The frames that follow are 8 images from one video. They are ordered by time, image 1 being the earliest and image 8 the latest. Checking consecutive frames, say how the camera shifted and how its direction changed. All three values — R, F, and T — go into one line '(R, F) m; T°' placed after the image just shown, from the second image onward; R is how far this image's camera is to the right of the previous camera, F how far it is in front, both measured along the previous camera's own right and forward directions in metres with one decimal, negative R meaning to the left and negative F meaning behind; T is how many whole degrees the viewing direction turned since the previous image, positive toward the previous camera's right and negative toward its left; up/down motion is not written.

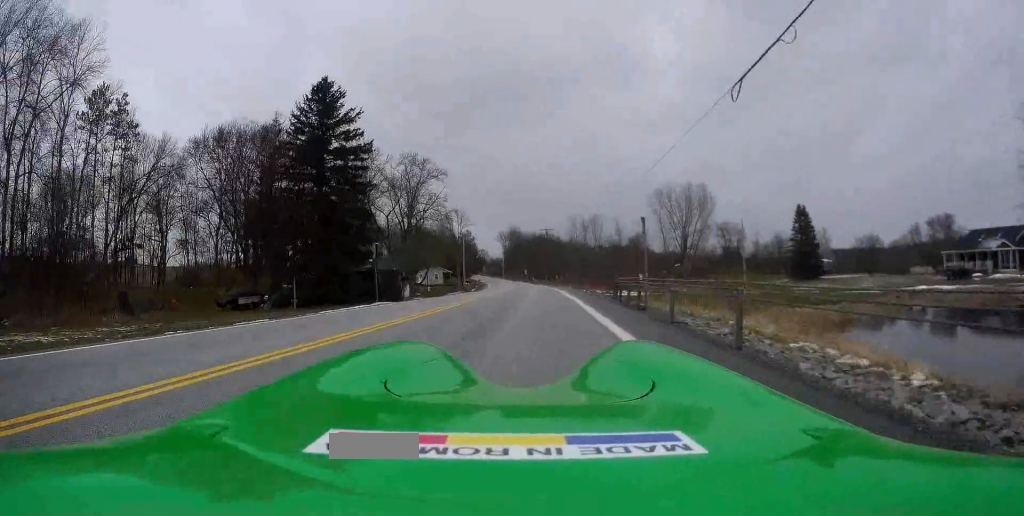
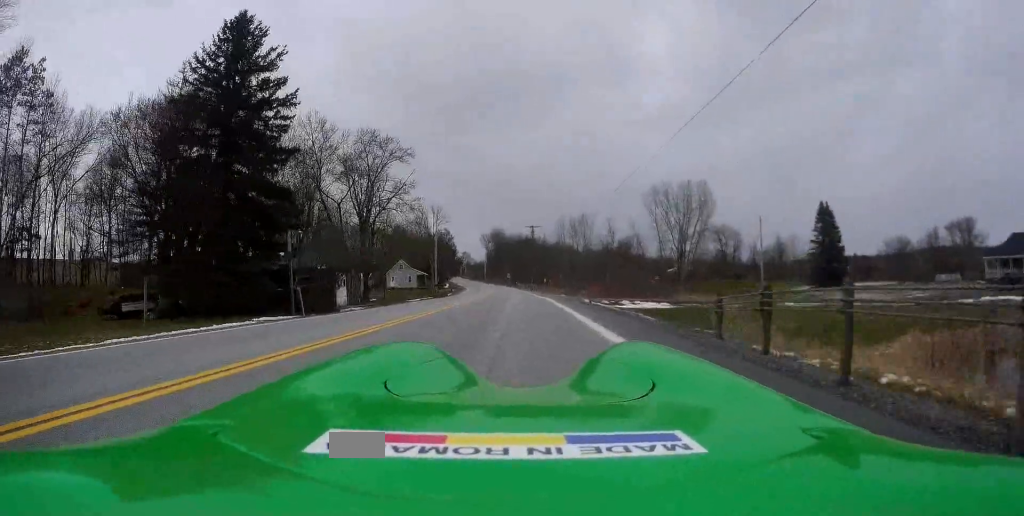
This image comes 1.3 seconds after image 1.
(+0.4, +13.8) m; +2°
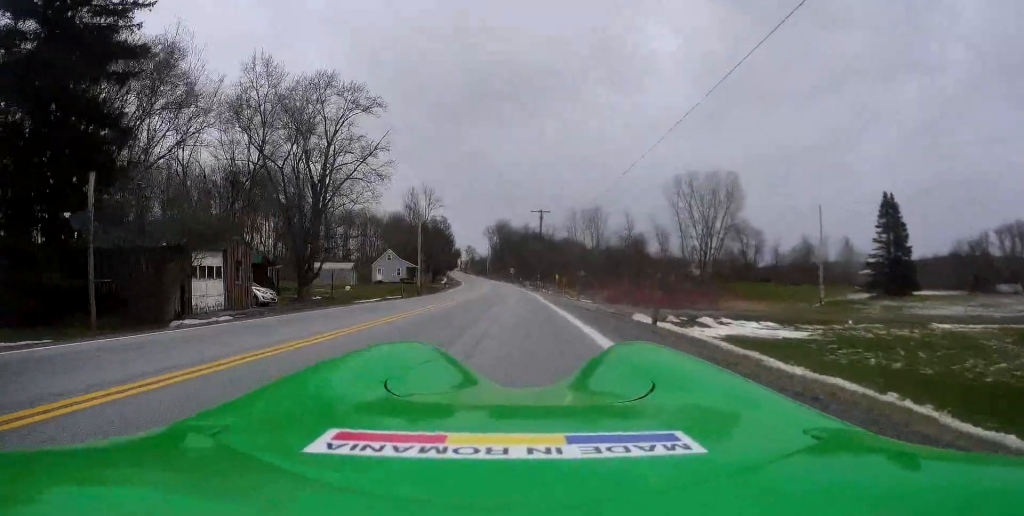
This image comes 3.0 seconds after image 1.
(0.0, +16.9) m; 0°
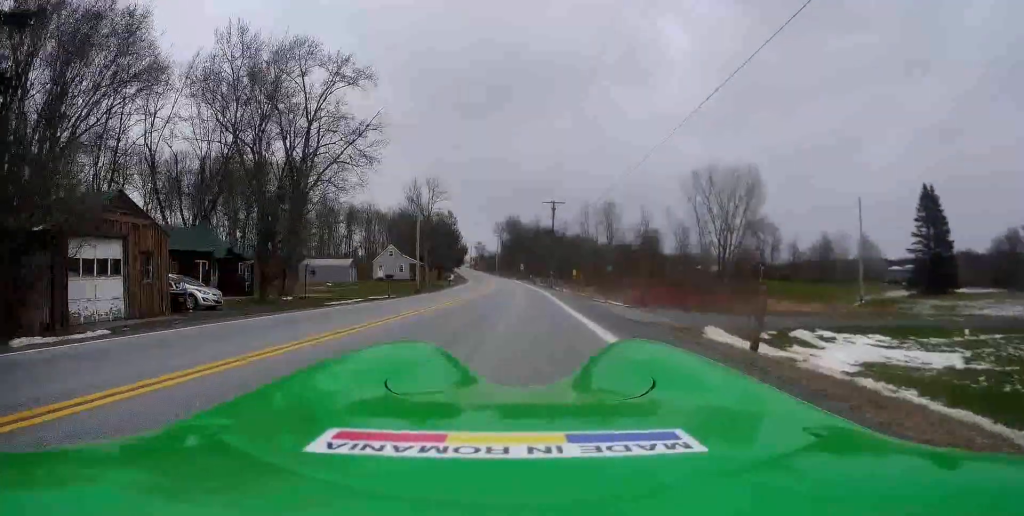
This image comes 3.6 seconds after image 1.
(0.0, +6.5) m; 0°
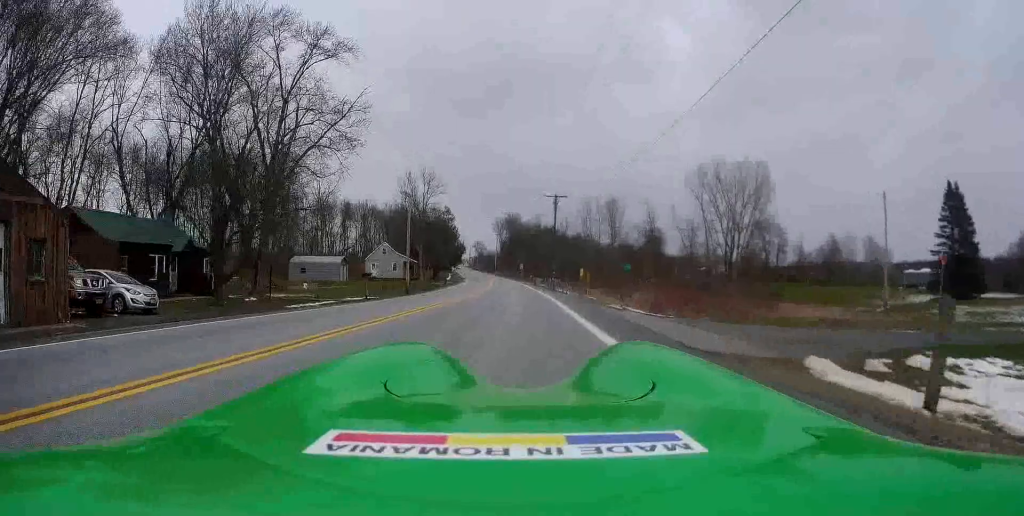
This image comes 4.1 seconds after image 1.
(0.0, +3.4) m; -1°
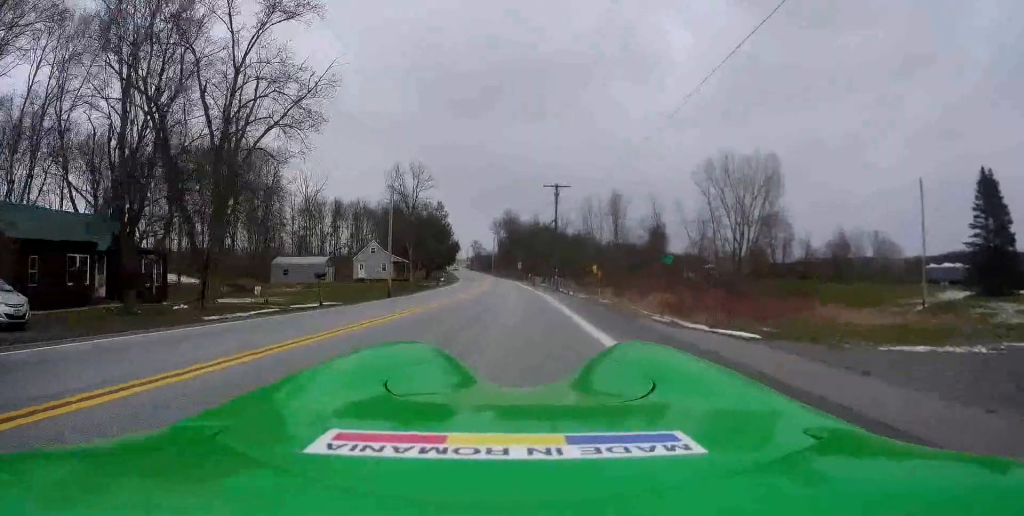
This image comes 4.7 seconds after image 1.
(0.0, +4.0) m; -1°
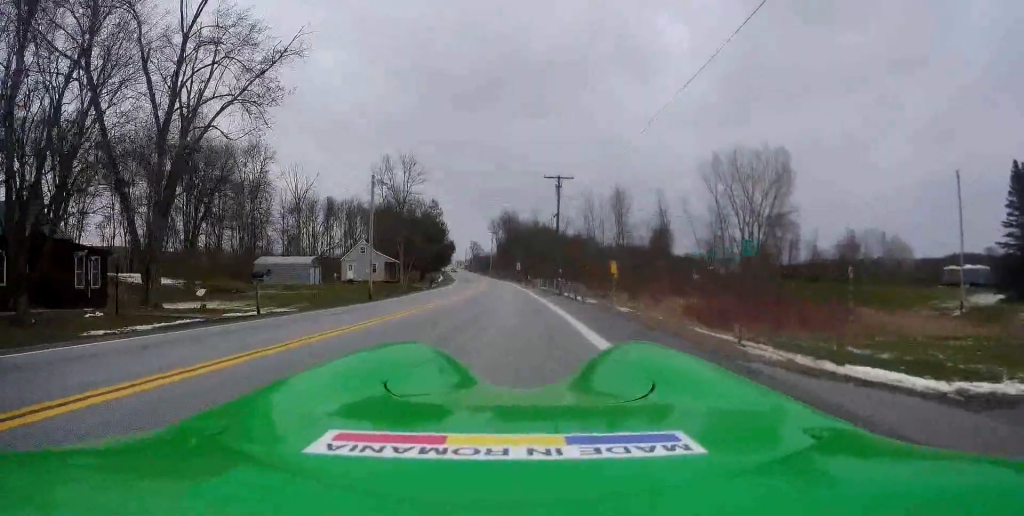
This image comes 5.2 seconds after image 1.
(-0.1, +3.1) m; -1°
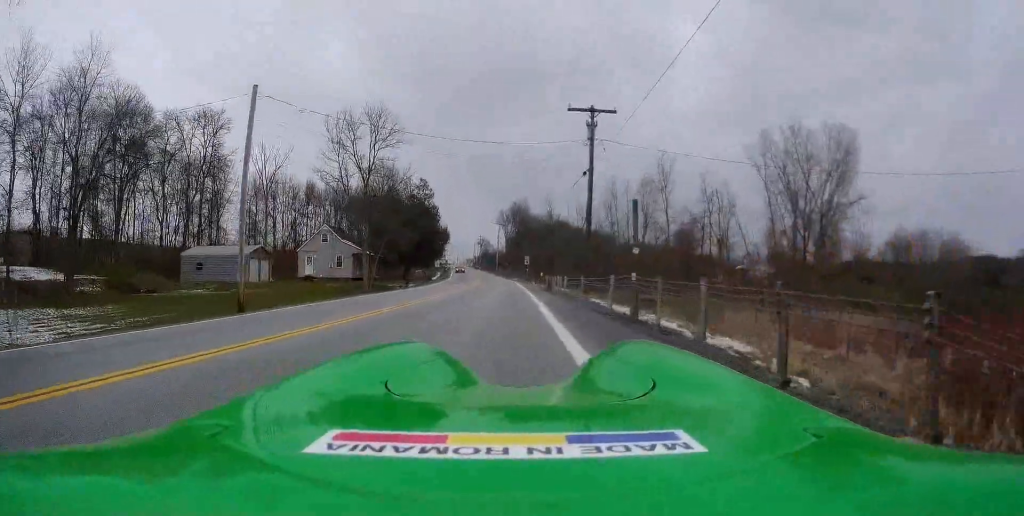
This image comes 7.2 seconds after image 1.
(-0.3, +14.2) m; 0°
